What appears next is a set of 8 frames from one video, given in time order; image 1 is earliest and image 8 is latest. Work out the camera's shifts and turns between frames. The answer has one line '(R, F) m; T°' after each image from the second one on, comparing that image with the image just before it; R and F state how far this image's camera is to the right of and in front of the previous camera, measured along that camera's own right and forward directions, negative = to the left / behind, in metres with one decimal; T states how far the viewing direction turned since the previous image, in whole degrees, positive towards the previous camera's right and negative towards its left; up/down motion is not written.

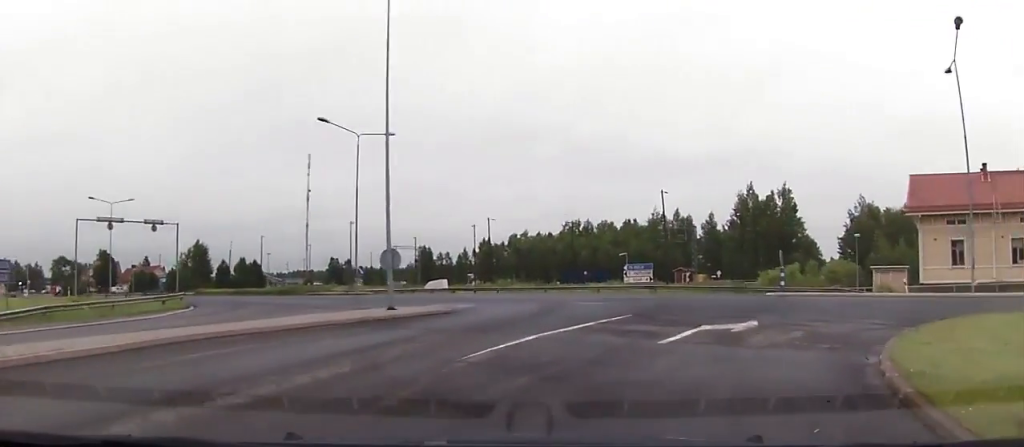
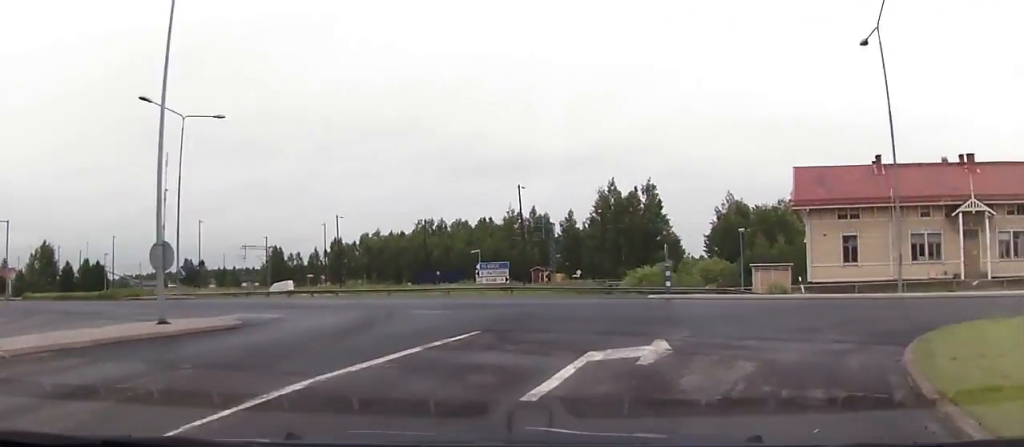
(+0.7, +6.1) m; +13°
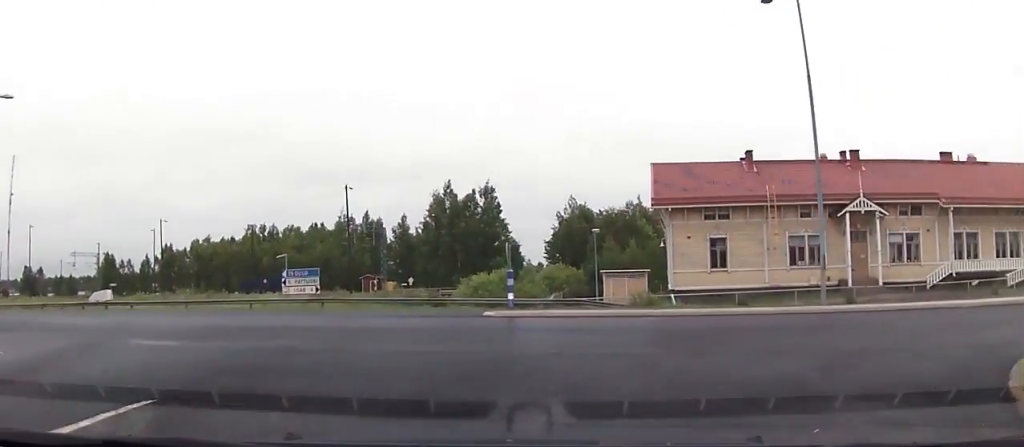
(+2.0, +9.3) m; +24°
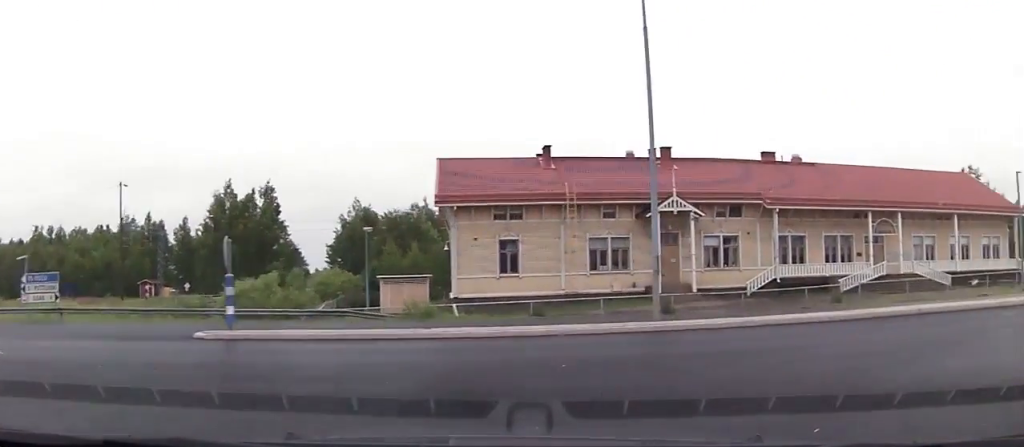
(+0.7, +7.4) m; +21°
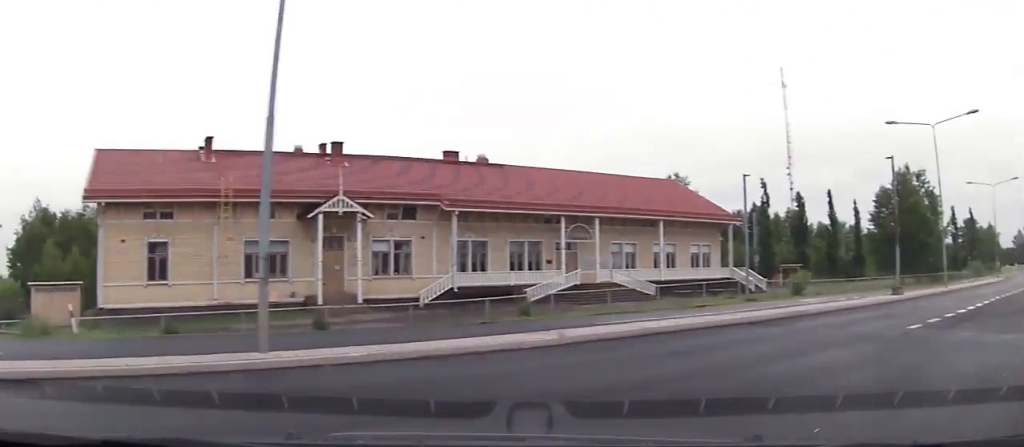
(+1.2, +5.8) m; +17°
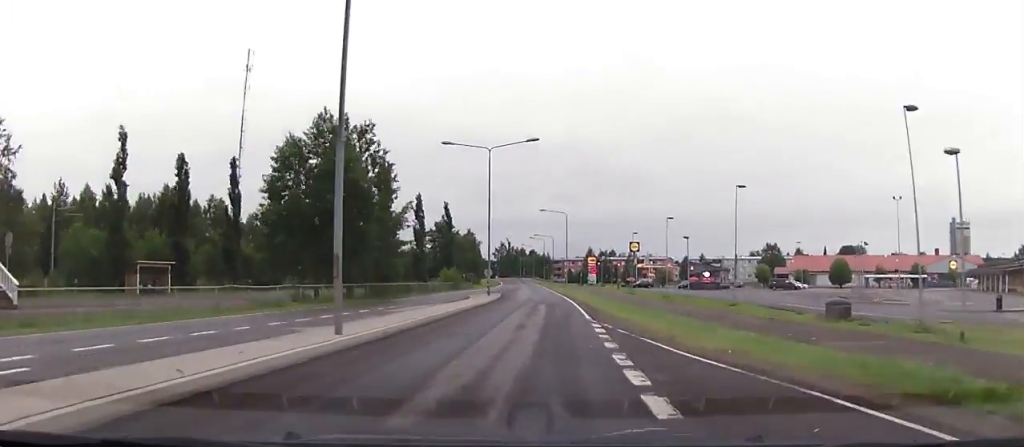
(+14.3, +25.6) m; +41°
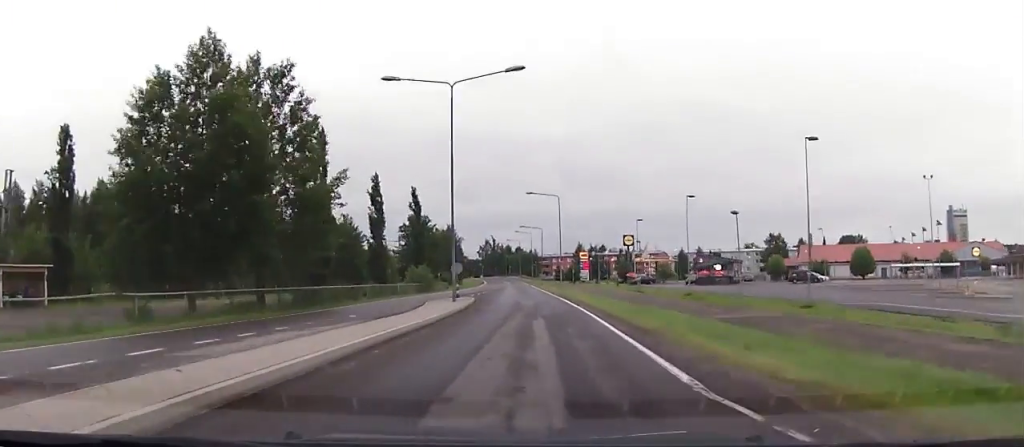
(+0.4, +13.4) m; +2°
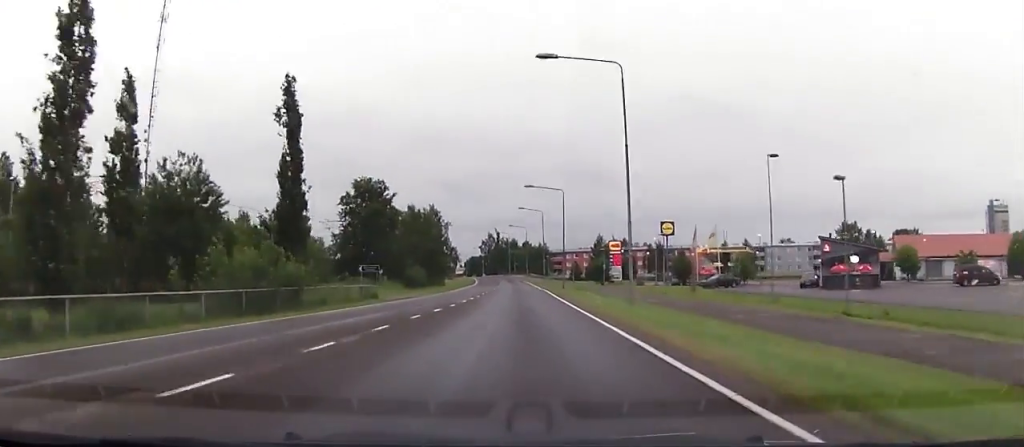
(+1.1, +42.1) m; +2°
